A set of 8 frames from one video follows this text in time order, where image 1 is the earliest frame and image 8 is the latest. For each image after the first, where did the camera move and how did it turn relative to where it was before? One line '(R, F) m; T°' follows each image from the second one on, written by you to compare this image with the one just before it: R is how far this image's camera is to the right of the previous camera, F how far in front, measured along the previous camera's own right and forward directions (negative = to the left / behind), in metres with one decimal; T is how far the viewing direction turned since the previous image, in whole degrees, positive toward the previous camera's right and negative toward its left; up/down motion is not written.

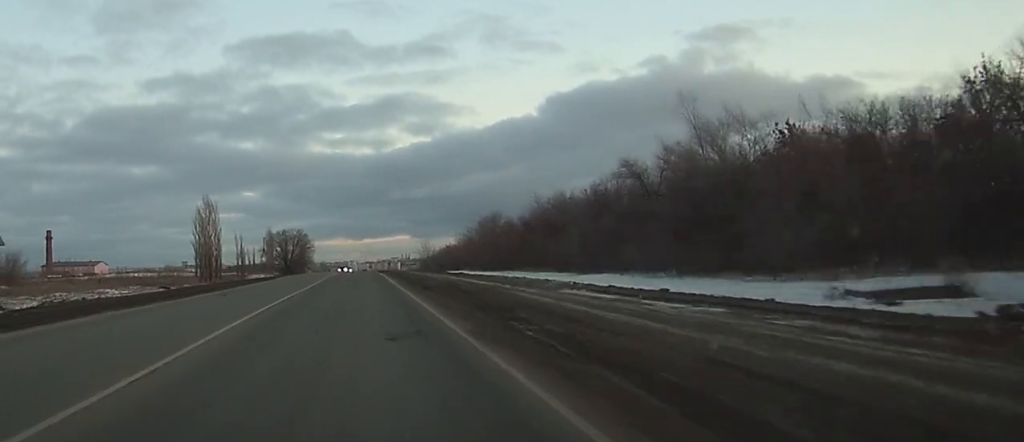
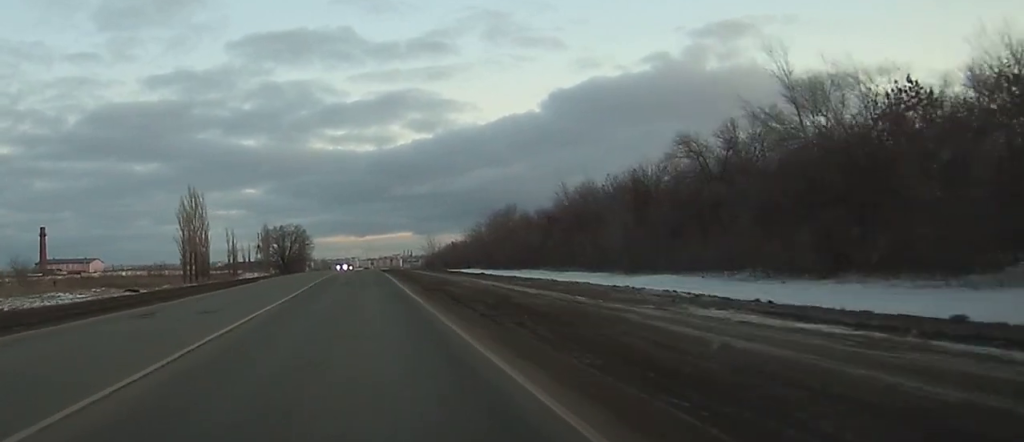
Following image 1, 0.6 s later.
(+0.1, +12.3) m; 0°
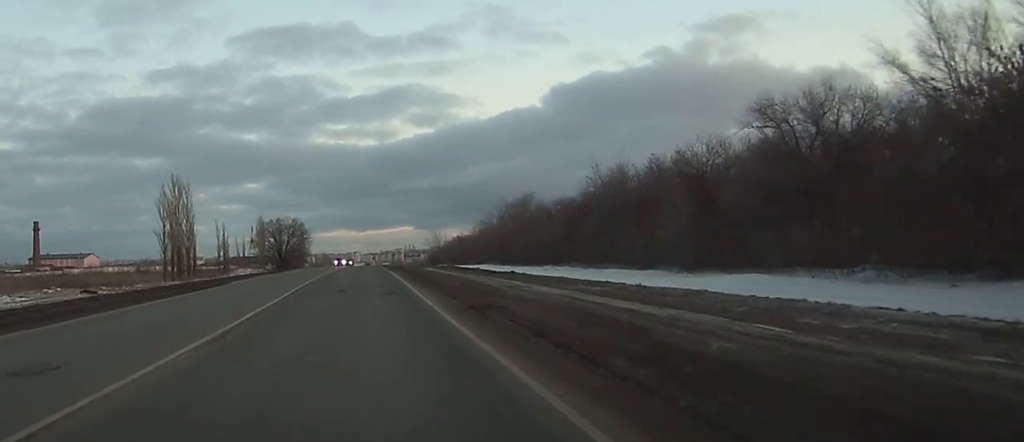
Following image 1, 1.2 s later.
(0.0, +11.5) m; 0°
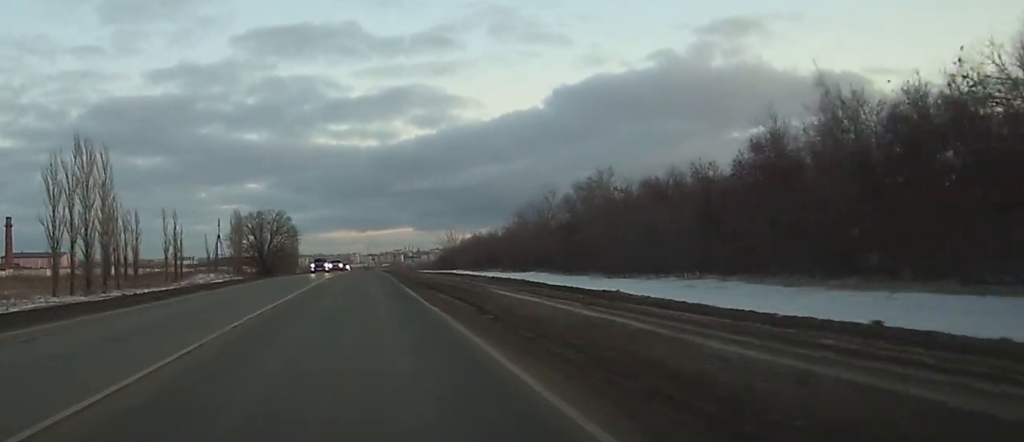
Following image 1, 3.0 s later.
(-0.2, +36.3) m; -1°
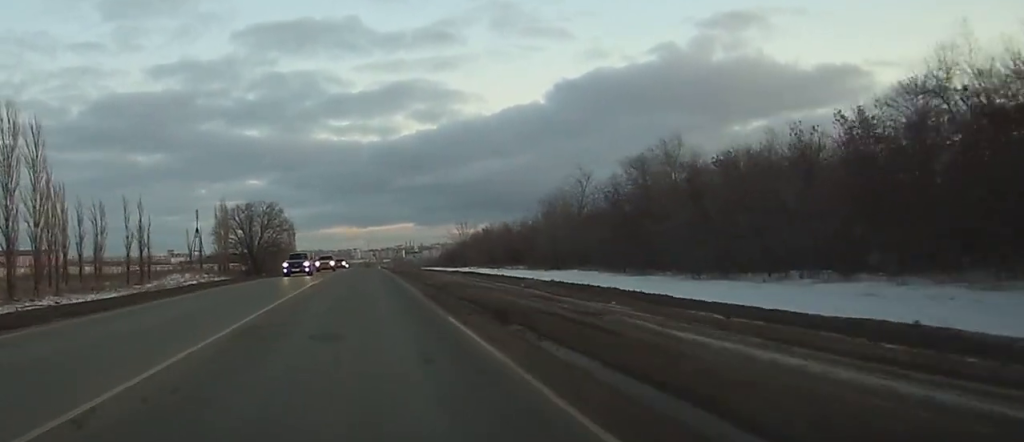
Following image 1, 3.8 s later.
(-0.1, +16.7) m; 0°
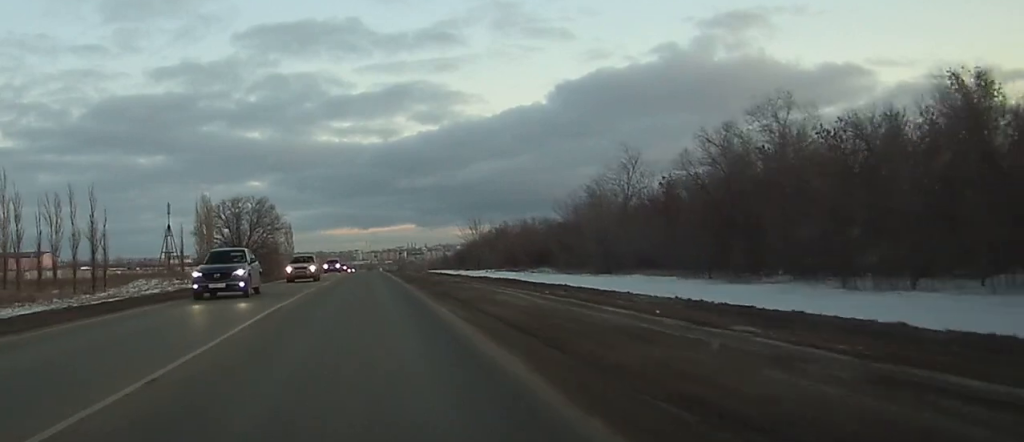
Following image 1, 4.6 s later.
(0.0, +15.9) m; 0°
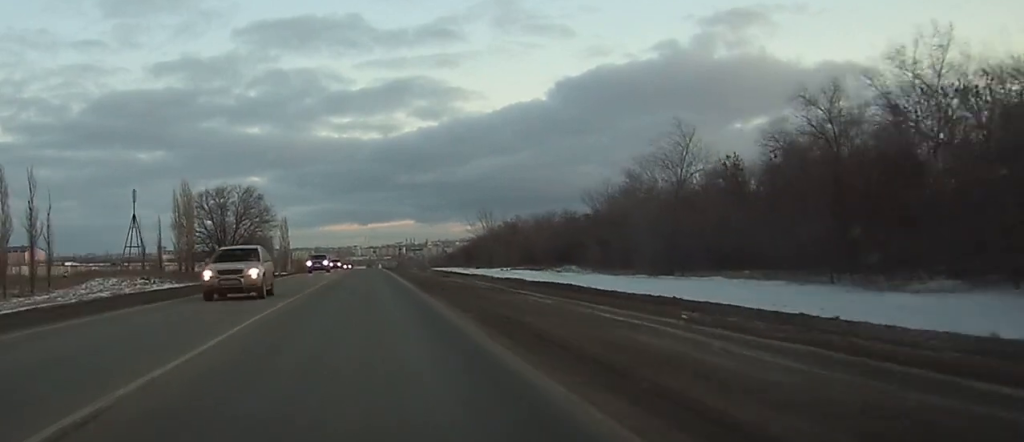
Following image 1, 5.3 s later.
(0.0, +13.2) m; 0°
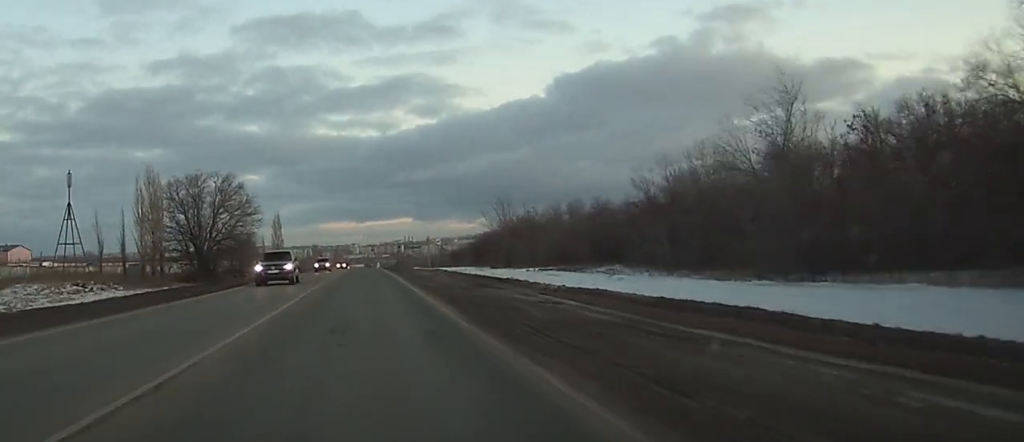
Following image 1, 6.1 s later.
(0.0, +16.5) m; 0°
